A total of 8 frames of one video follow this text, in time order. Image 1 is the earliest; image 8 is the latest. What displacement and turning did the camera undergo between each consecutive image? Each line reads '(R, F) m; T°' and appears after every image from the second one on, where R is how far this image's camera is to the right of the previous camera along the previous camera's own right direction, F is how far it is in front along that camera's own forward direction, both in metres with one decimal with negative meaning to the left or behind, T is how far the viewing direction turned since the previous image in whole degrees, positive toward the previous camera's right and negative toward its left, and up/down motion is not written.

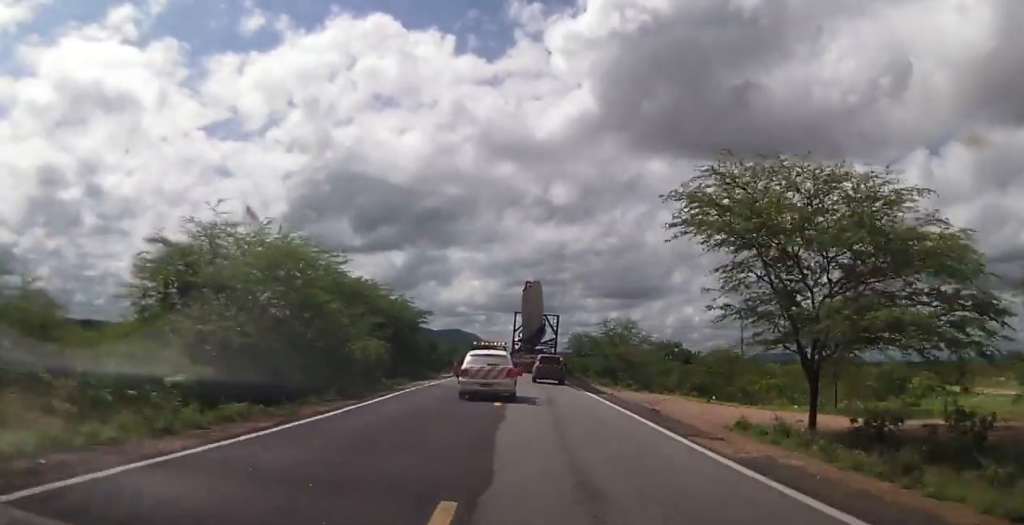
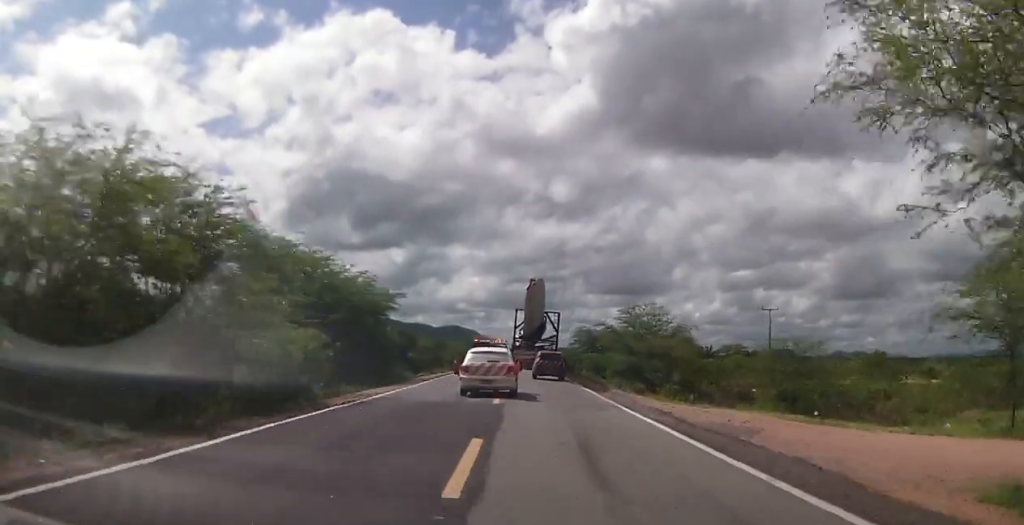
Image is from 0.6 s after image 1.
(+0.1, +10.9) m; 0°
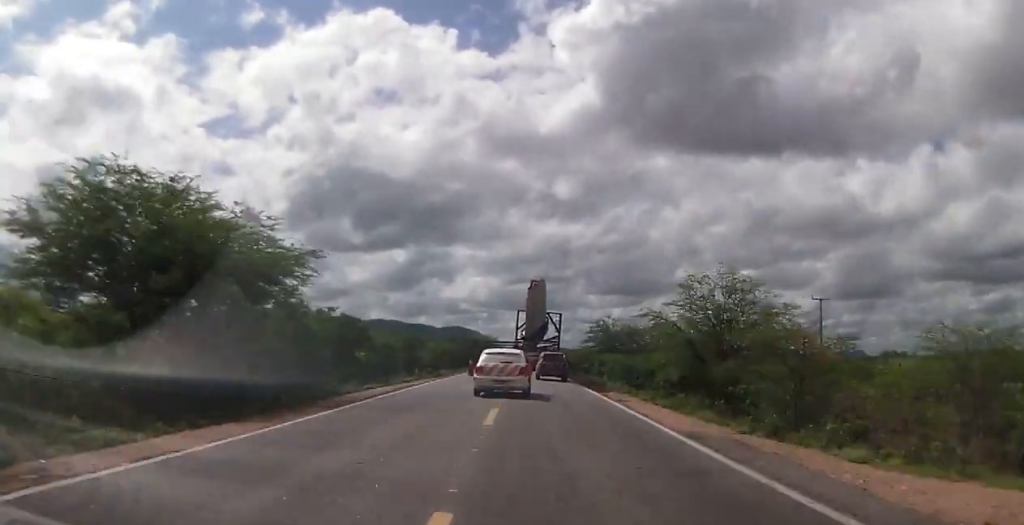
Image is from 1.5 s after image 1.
(0.0, +15.0) m; -1°
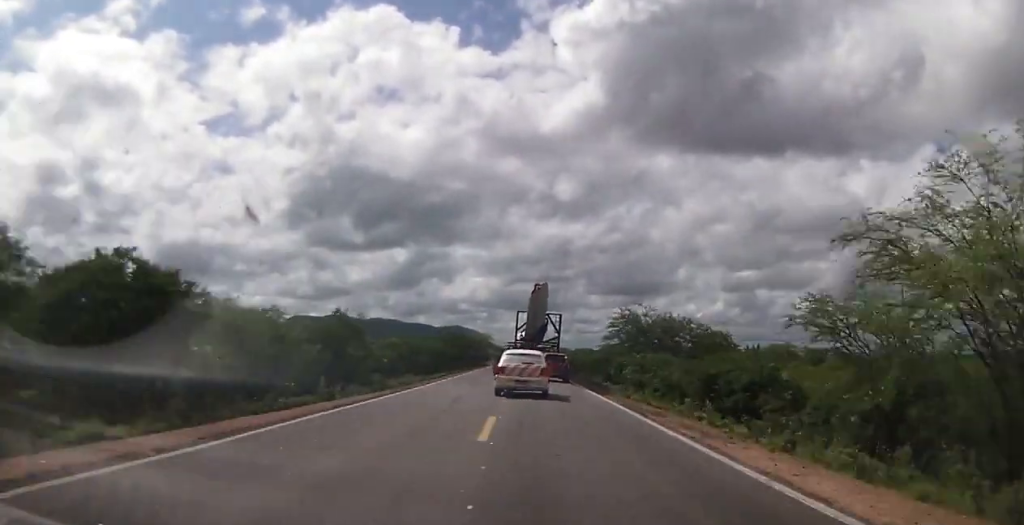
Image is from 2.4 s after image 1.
(-0.2, +17.5) m; +1°
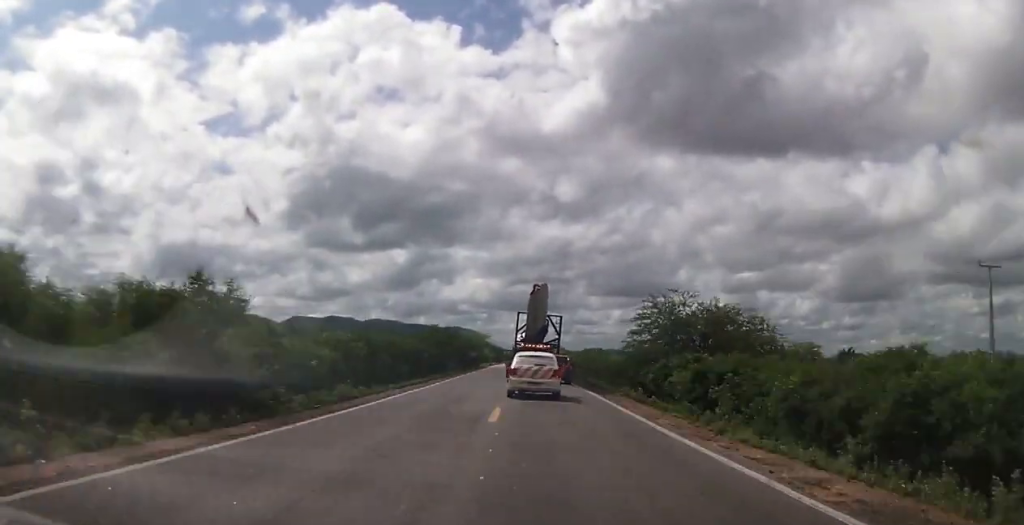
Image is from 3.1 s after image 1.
(+0.2, +12.7) m; 0°
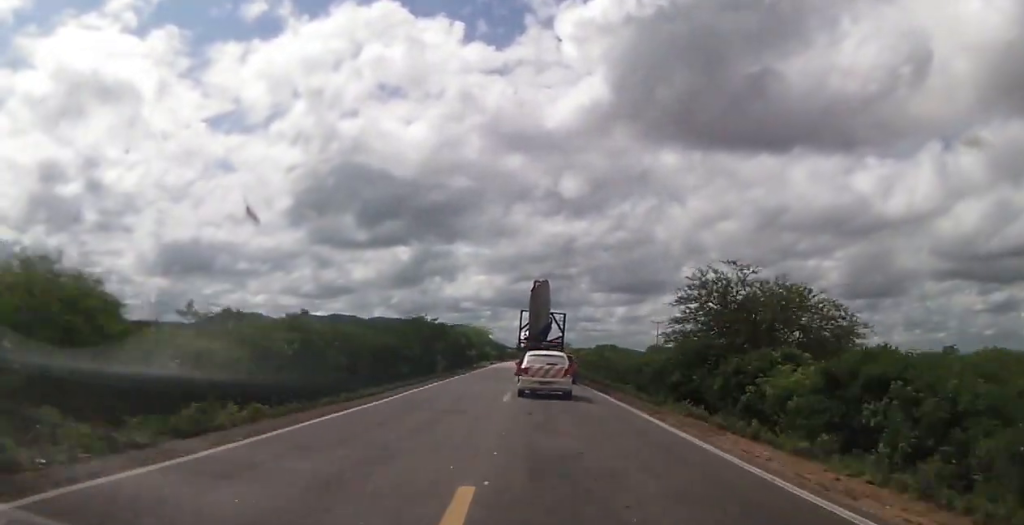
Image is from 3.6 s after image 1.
(+0.2, +10.3) m; 0°
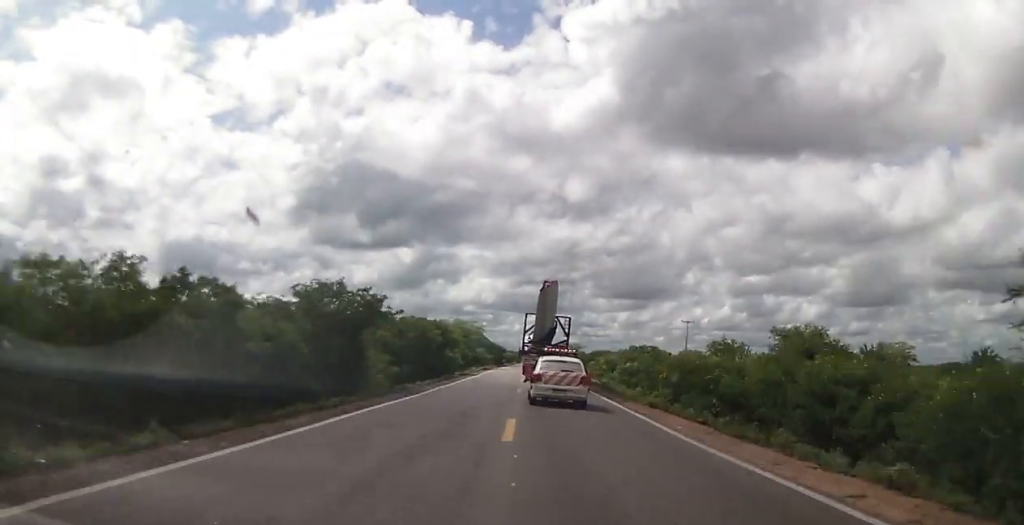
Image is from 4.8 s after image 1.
(-0.5, +23.6) m; -1°
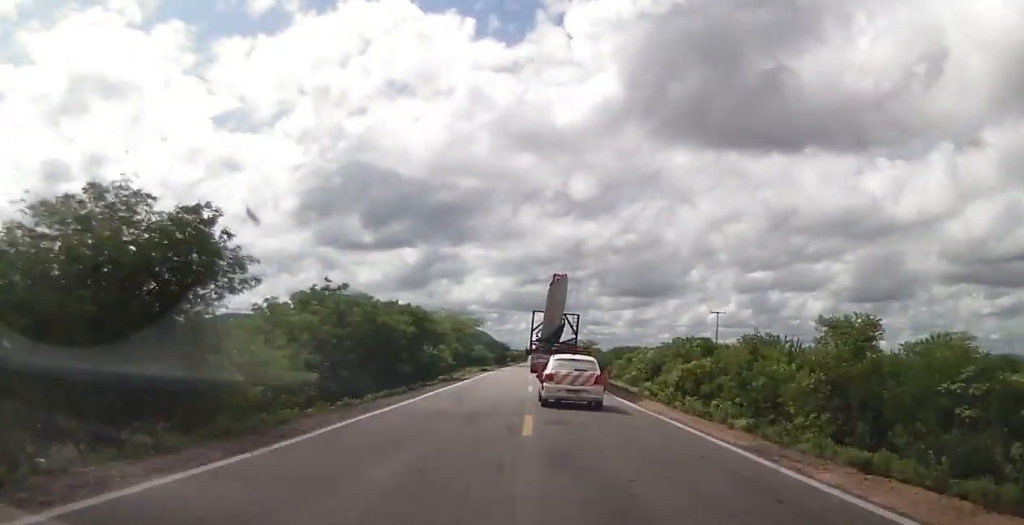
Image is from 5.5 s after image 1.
(0.0, +14.8) m; 0°
